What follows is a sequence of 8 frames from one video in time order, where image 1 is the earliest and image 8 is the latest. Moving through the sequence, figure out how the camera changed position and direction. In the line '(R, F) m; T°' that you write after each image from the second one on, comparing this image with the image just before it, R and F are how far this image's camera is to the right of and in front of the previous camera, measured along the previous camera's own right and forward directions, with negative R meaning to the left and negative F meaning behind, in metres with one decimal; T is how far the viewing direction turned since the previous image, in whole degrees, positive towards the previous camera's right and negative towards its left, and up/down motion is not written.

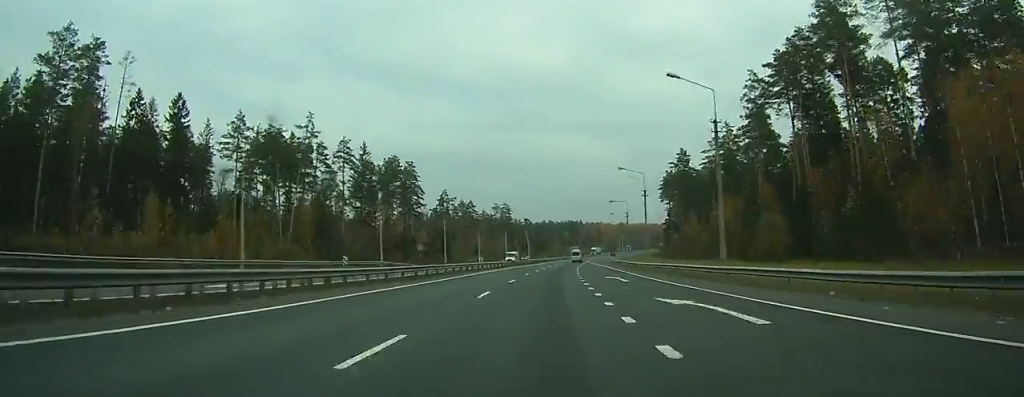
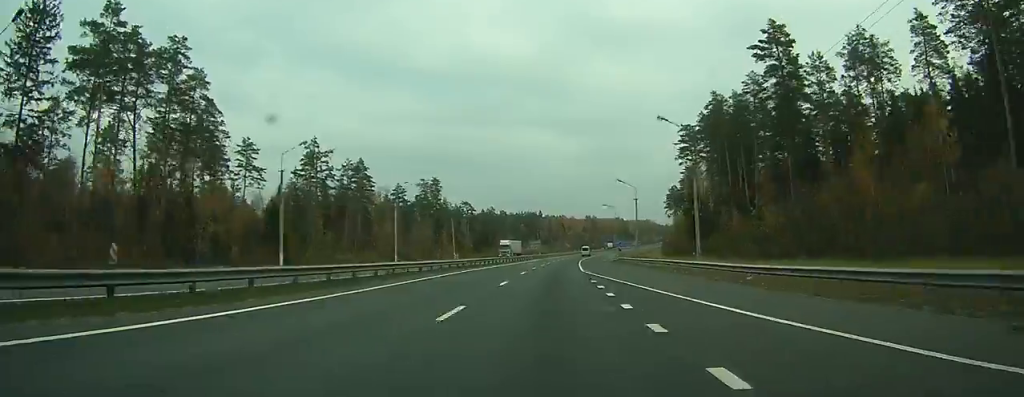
(+2.7, +87.9) m; +4°
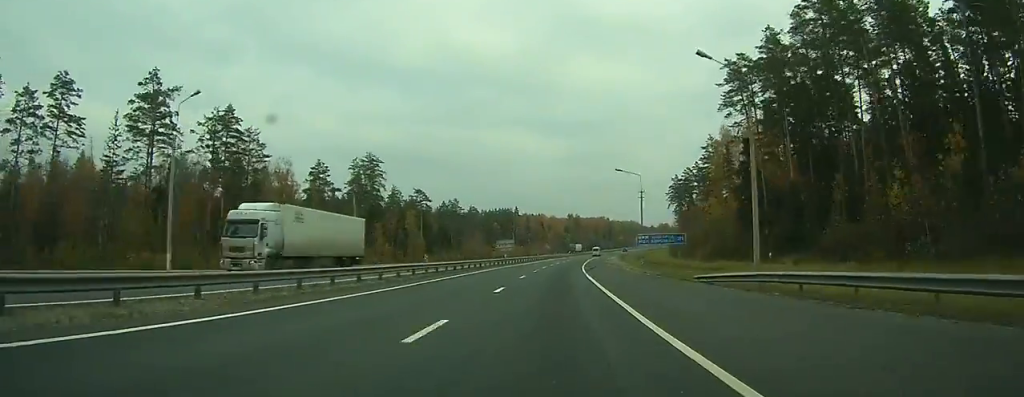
(+1.1, +52.5) m; +2°
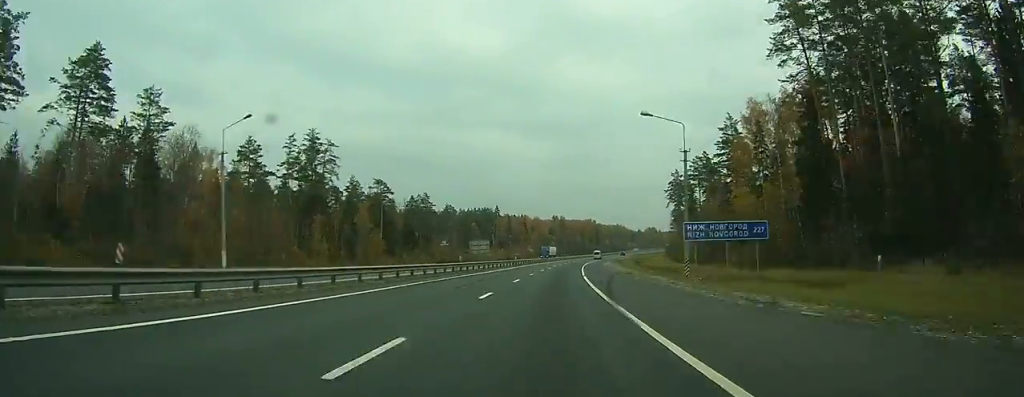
(+0.4, +28.7) m; +1°
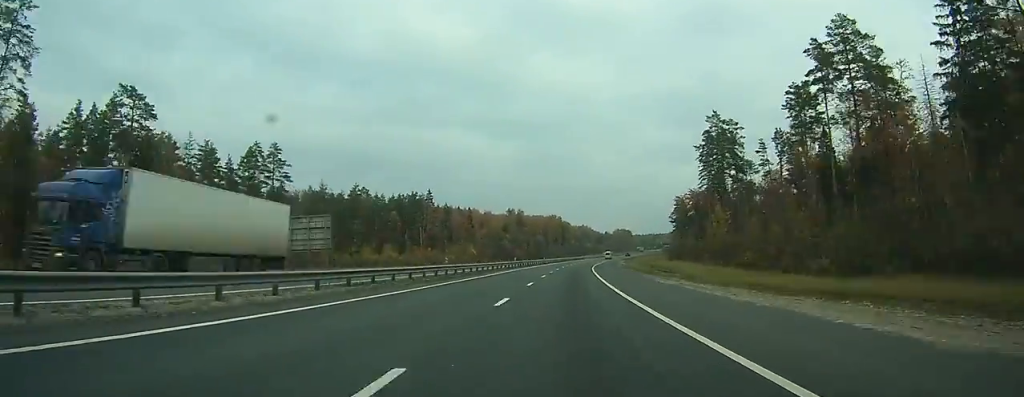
(+3.5, +88.2) m; +5°
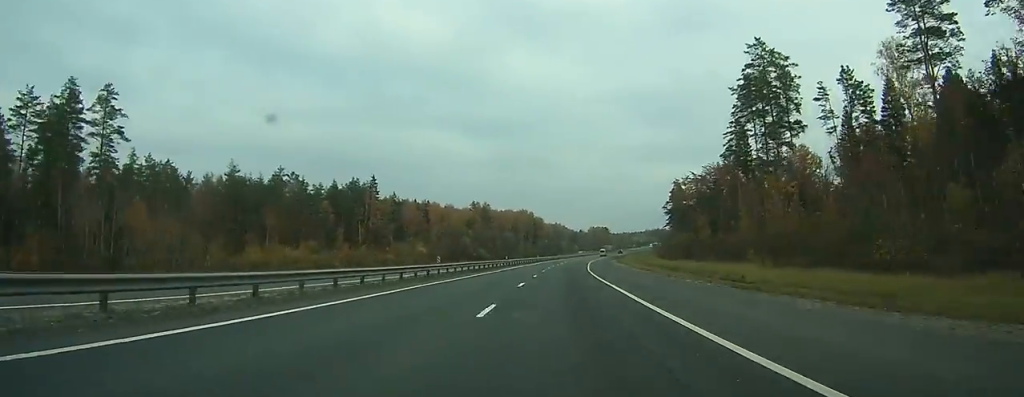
(+0.6, +38.9) m; +2°
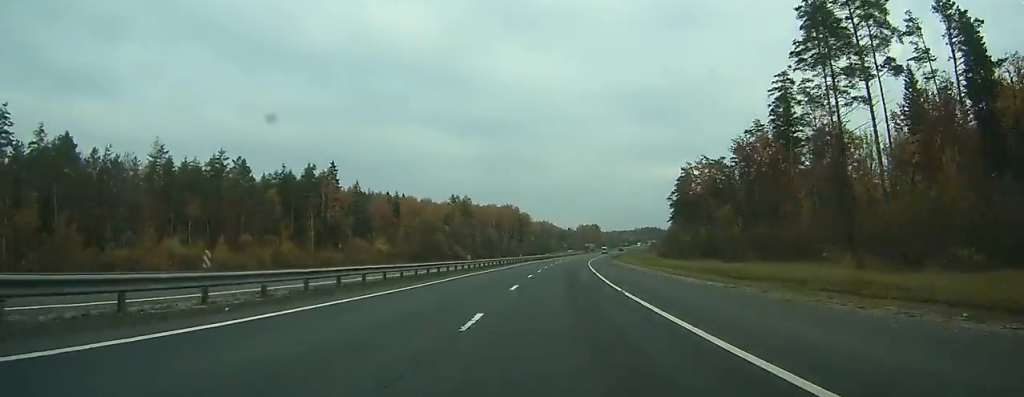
(+0.3, +24.1) m; +2°
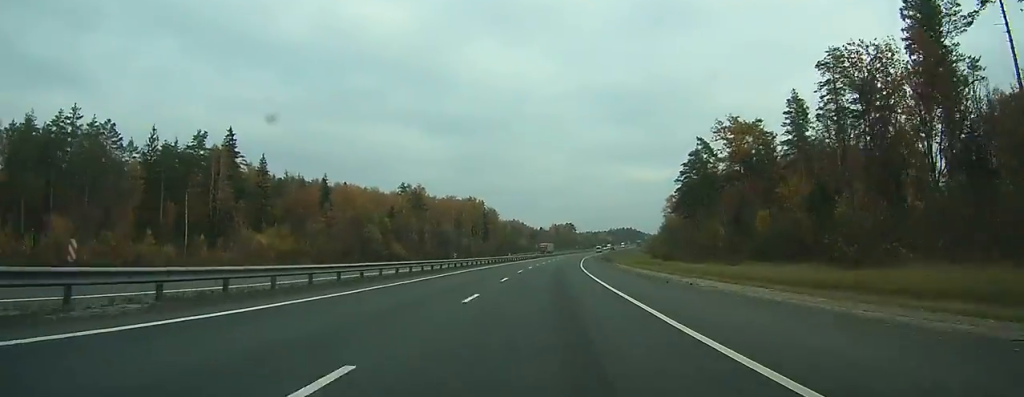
(+1.0, +39.2) m; +2°
